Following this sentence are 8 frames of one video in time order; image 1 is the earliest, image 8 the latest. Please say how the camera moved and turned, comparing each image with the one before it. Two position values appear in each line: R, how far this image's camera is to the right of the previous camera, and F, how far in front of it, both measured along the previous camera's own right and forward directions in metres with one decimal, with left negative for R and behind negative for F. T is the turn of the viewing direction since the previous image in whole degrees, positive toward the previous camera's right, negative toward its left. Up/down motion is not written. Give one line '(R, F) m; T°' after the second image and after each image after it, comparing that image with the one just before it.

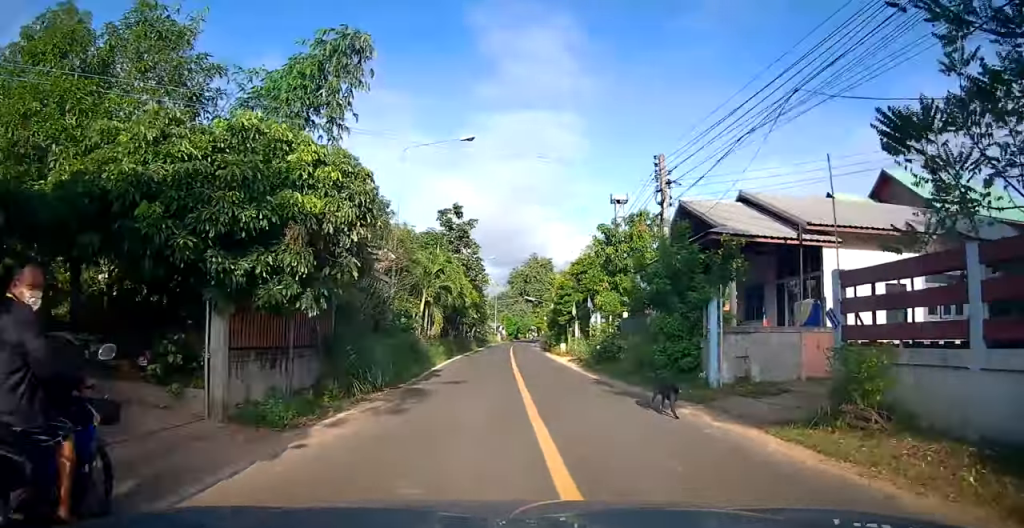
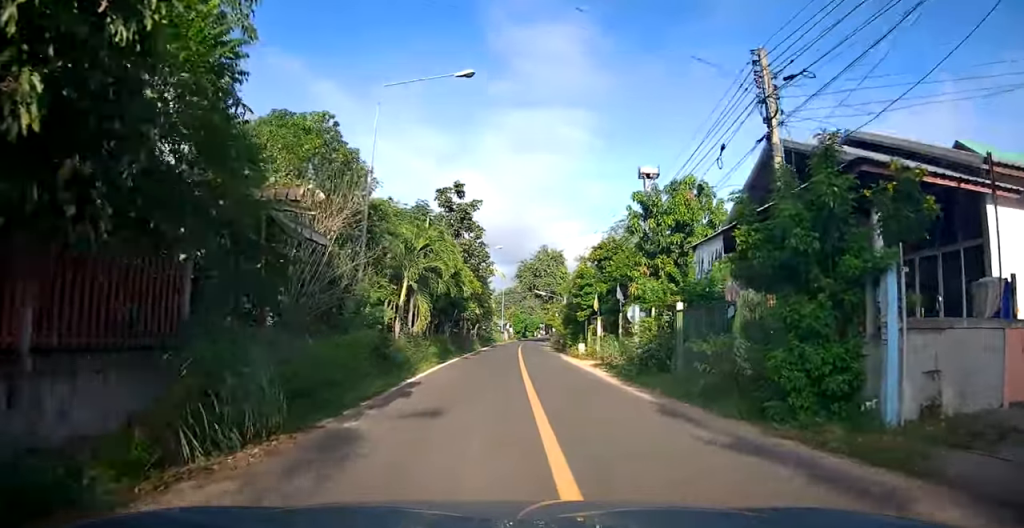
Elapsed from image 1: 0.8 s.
(+0.1, +5.8) m; 0°
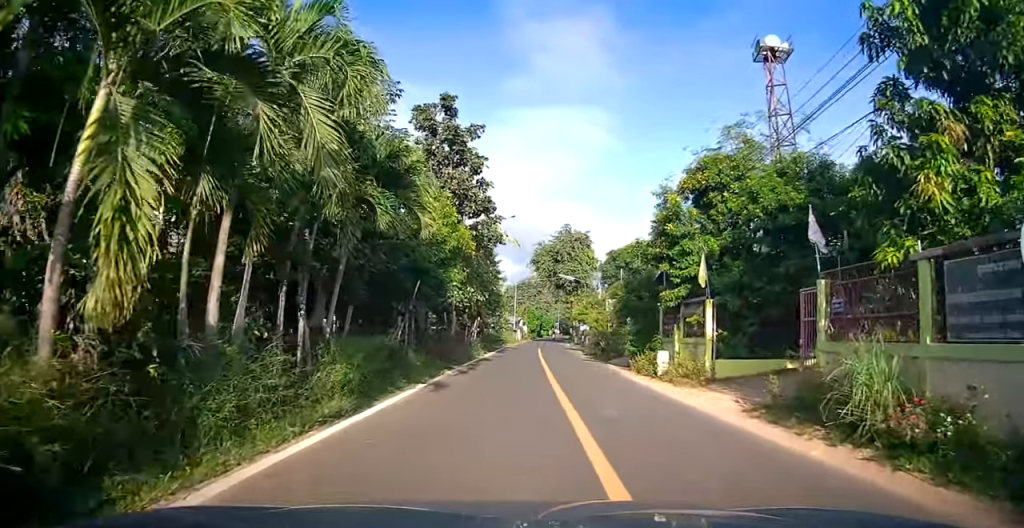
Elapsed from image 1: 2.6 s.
(-0.1, +14.0) m; +1°
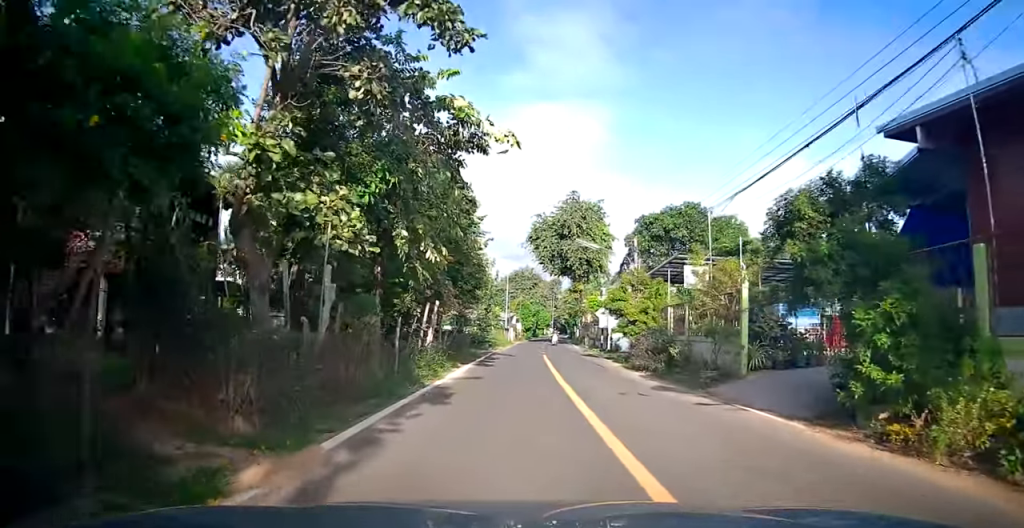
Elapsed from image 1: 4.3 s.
(-0.1, +14.4) m; -1°
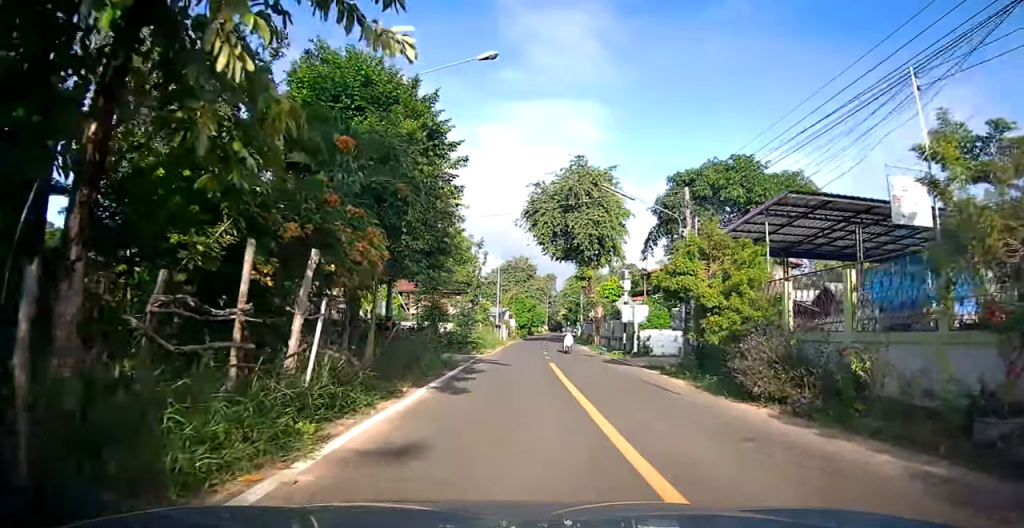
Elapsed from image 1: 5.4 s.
(0.0, +9.4) m; 0°
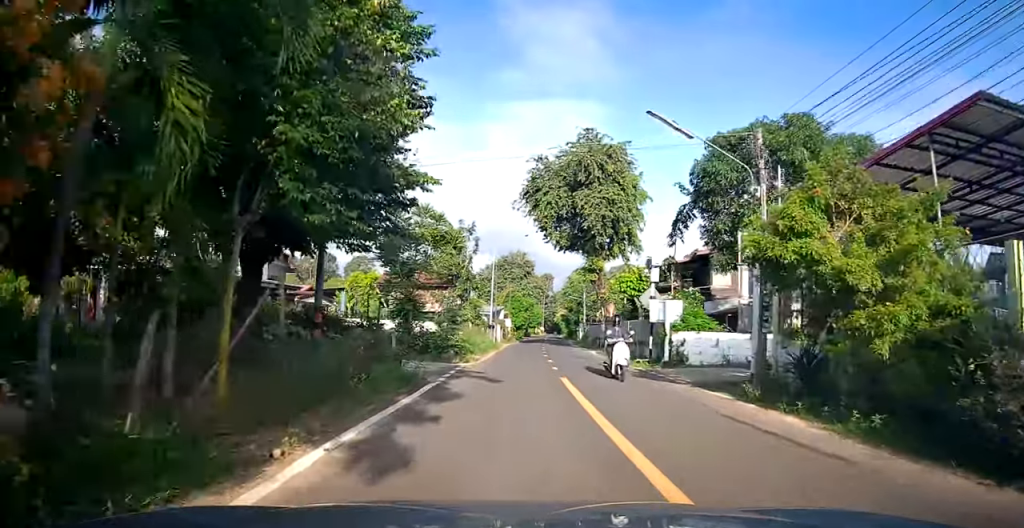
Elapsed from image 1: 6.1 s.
(0.0, +6.0) m; +1°
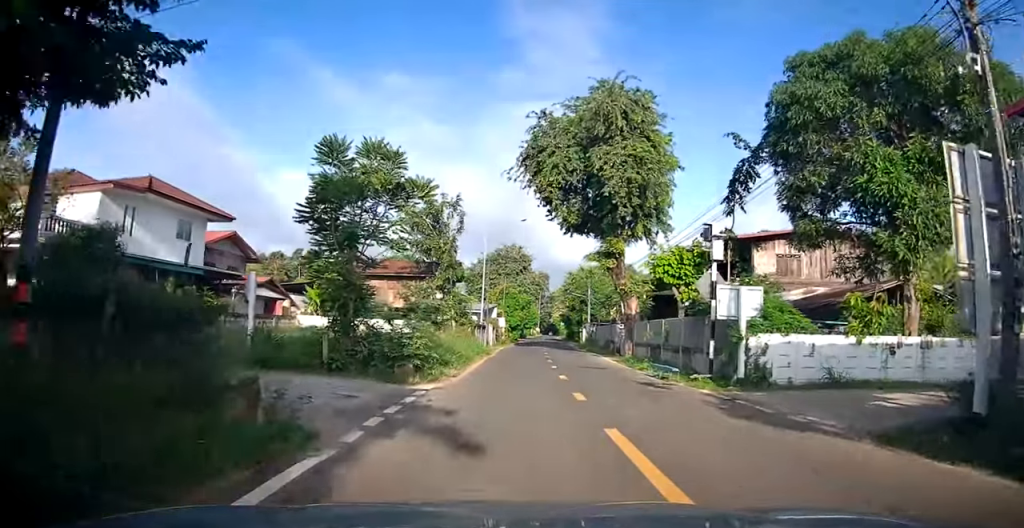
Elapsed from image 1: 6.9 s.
(0.0, +7.1) m; +2°
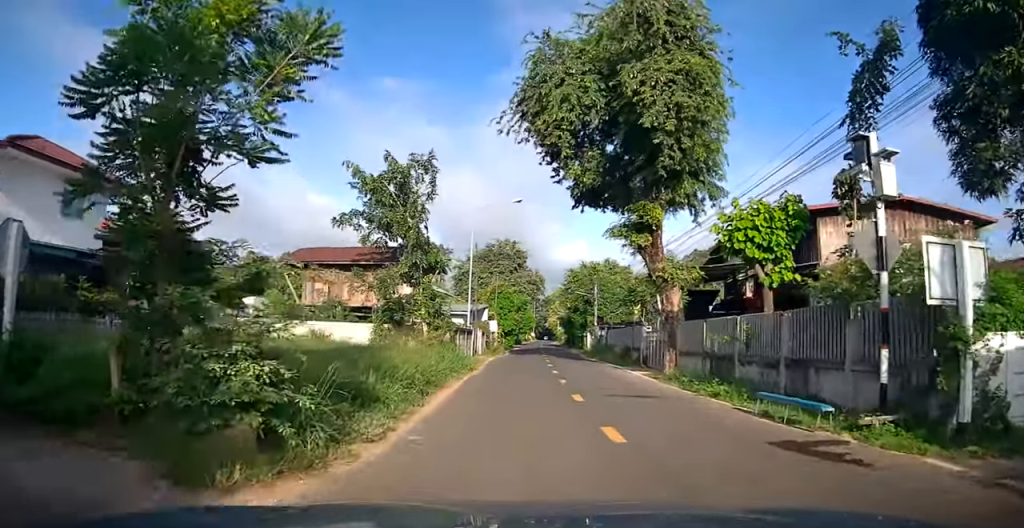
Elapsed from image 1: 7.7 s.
(+0.3, +7.3) m; +1°
